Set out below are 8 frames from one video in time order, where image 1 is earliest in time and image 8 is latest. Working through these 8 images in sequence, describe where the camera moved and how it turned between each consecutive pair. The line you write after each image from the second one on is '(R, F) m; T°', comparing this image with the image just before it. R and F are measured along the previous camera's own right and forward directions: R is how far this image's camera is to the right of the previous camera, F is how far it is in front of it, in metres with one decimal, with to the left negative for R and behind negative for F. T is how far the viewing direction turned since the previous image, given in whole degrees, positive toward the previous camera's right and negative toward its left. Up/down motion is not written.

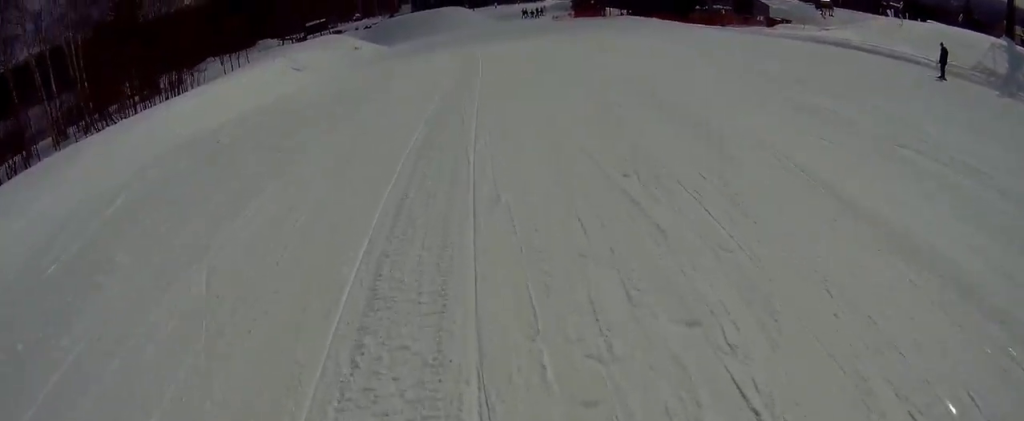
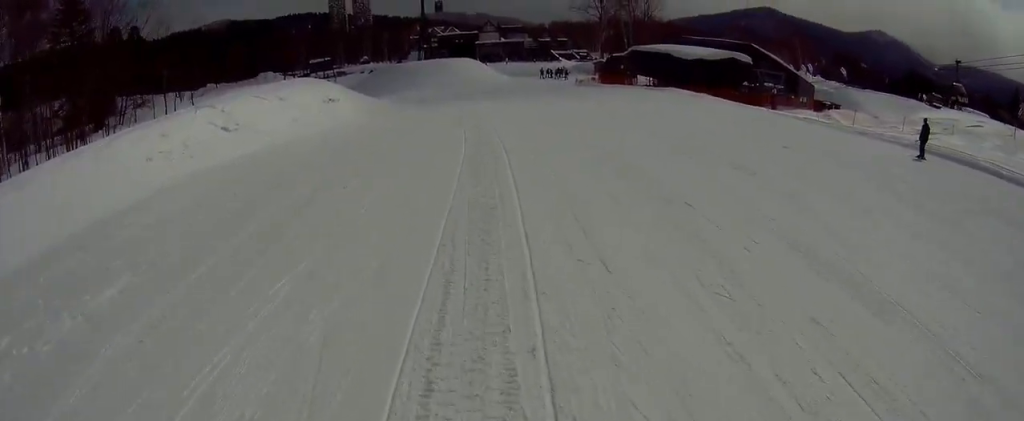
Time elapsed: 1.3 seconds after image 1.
(-0.3, +11.1) m; -5°
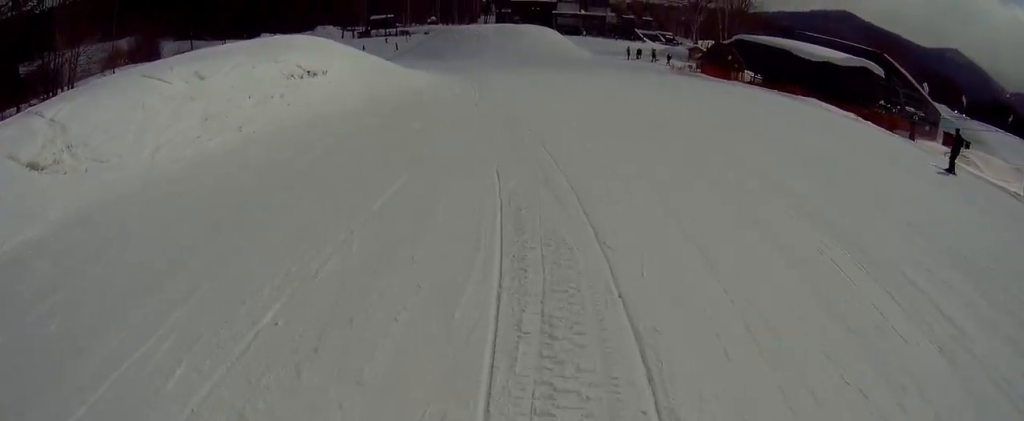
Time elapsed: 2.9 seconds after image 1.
(-0.4, +12.3) m; -8°
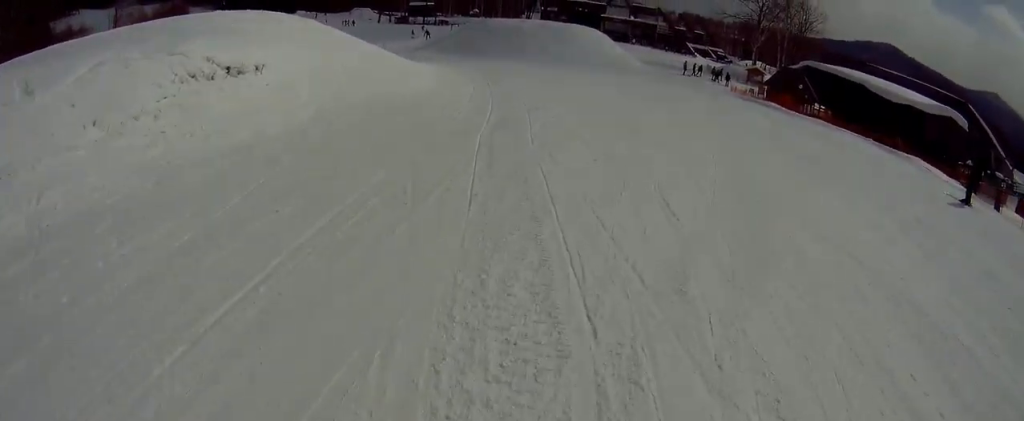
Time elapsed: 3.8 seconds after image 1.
(-0.6, +7.2) m; -7°
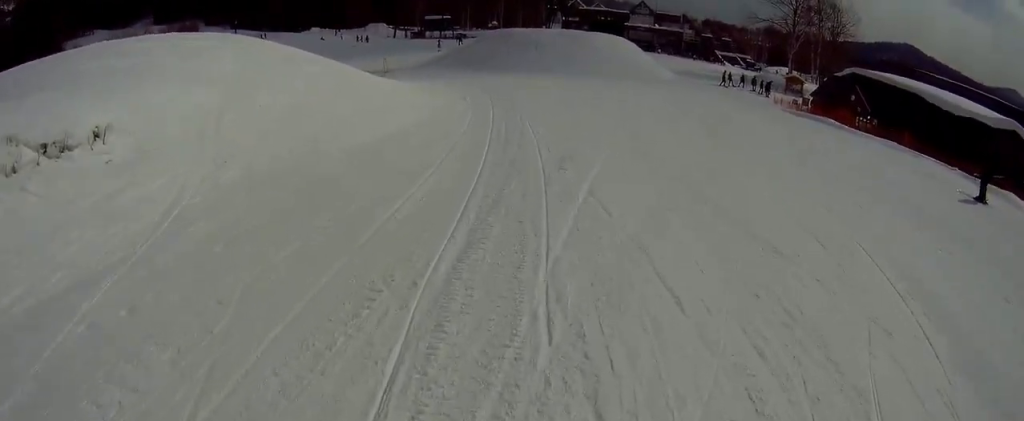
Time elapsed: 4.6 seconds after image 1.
(-0.7, +5.7) m; 0°
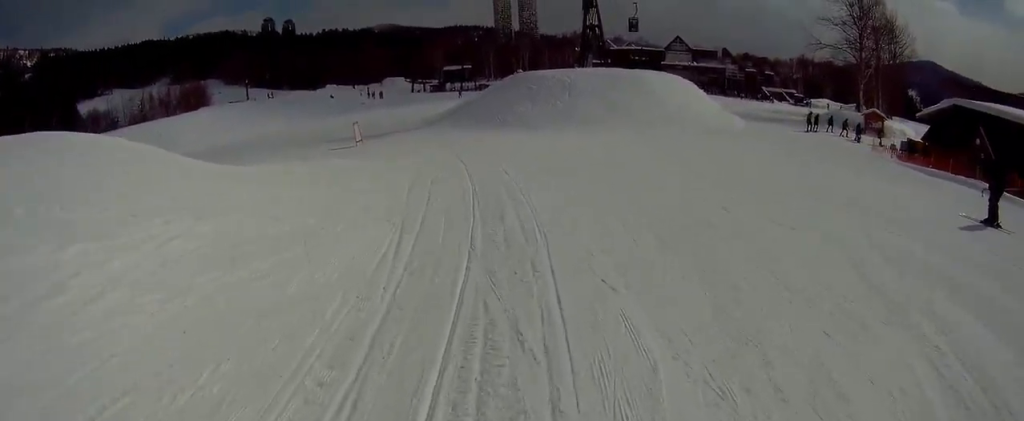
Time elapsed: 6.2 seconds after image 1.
(+0.3, +12.1) m; -8°
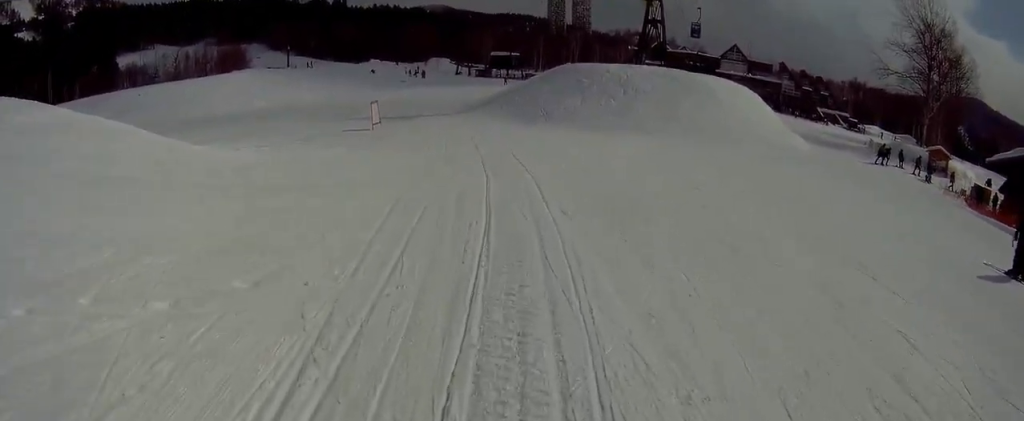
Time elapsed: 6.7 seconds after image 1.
(-0.2, +4.1) m; -3°
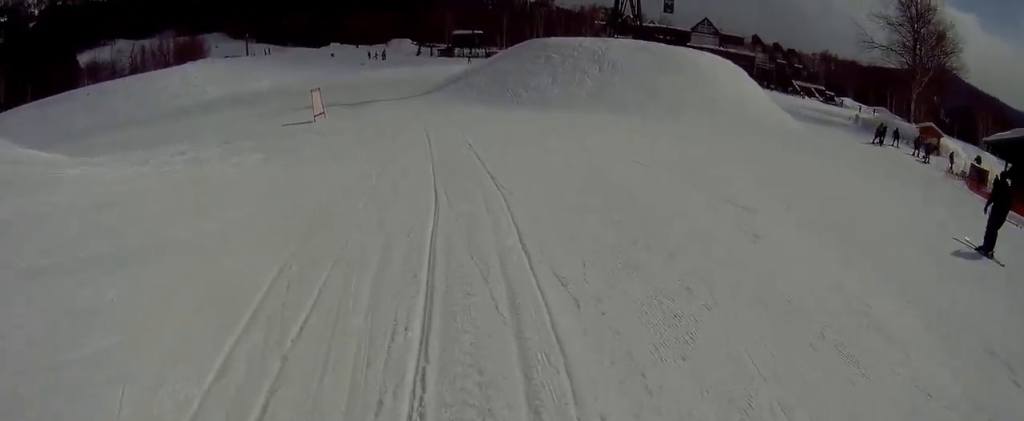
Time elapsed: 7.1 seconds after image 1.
(0.0, +3.2) m; 0°
